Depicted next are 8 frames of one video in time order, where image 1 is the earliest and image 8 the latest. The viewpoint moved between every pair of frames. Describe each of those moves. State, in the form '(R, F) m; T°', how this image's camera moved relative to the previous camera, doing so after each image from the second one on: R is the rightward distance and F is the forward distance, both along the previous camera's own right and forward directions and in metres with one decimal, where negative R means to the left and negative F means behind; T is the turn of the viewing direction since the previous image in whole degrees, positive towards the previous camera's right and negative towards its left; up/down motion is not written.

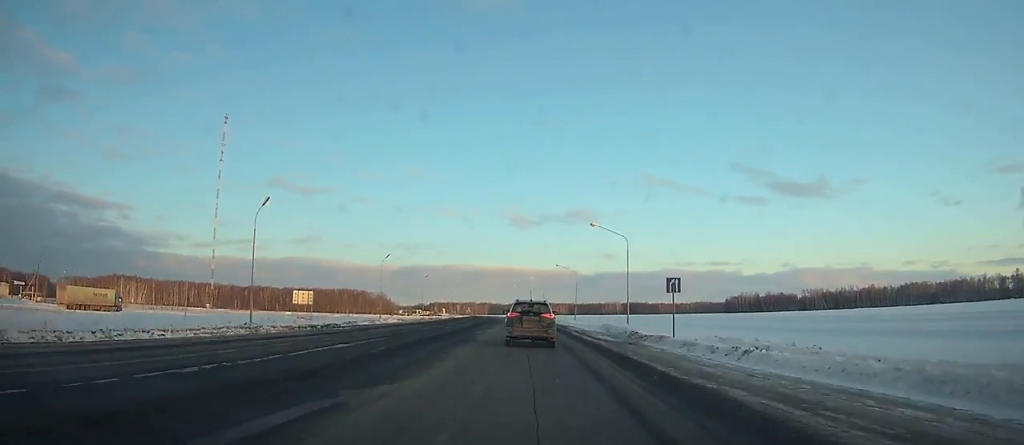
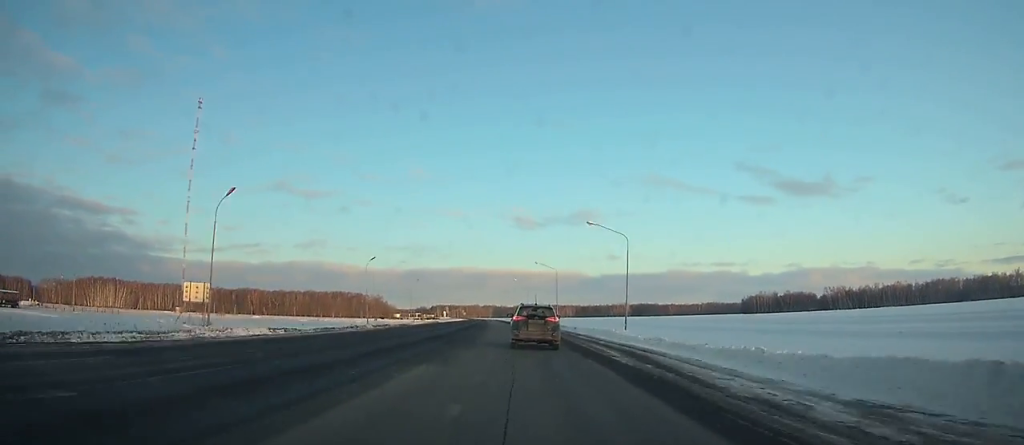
(-0.1, +36.9) m; -1°
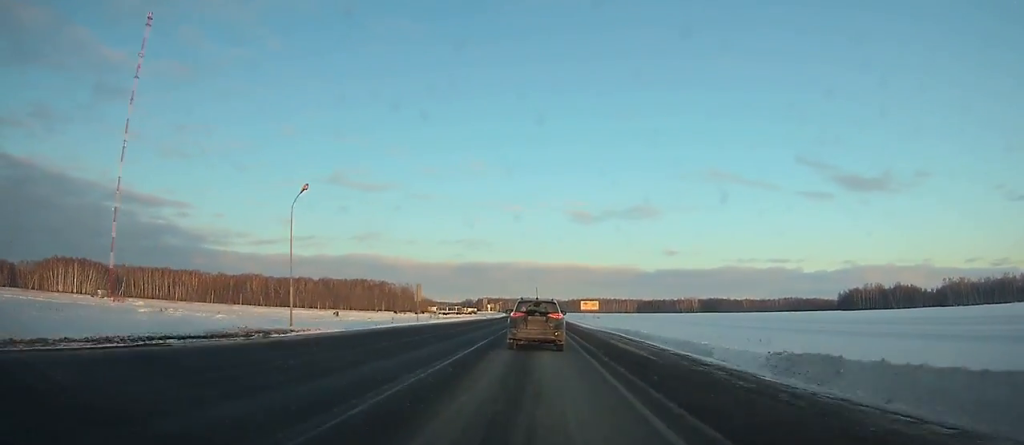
(-4.2, +101.5) m; -4°
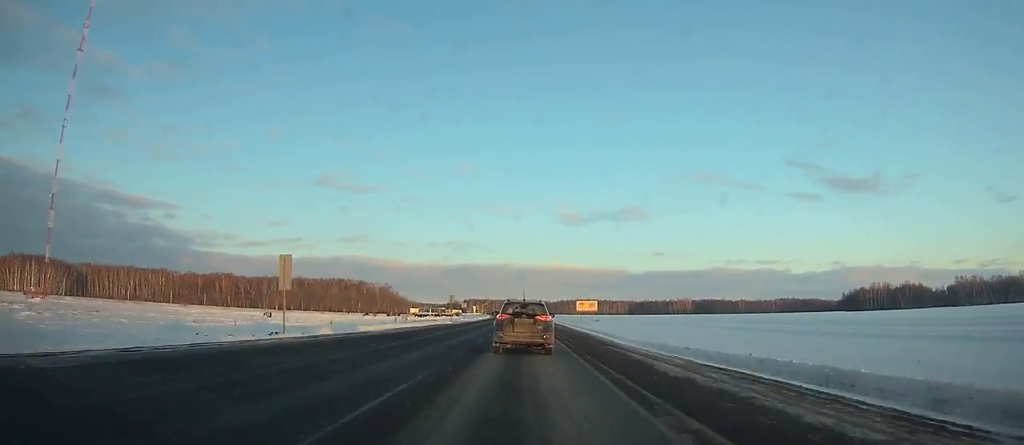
(-0.5, +29.2) m; 0°
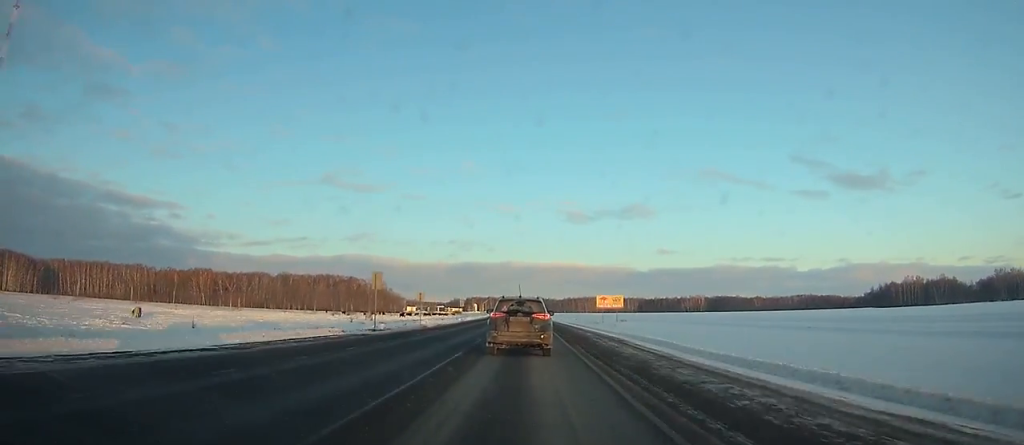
(+0.2, +37.7) m; 0°
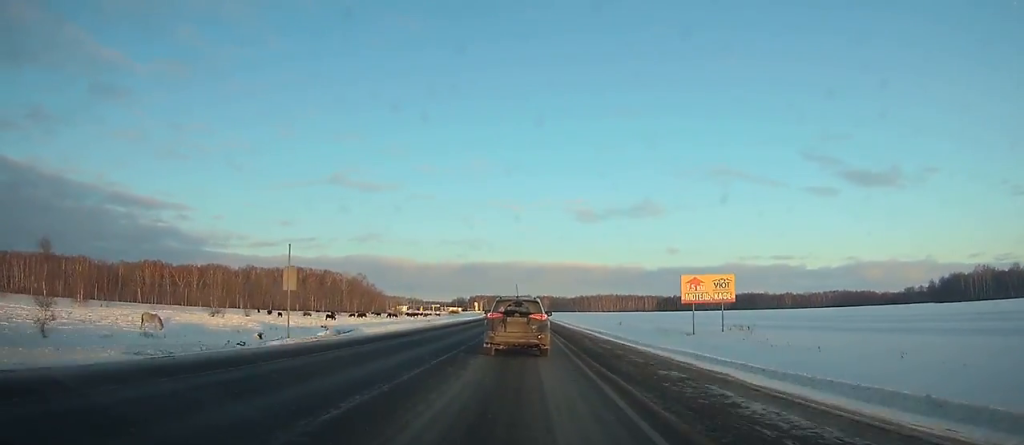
(+0.3, +71.1) m; 0°
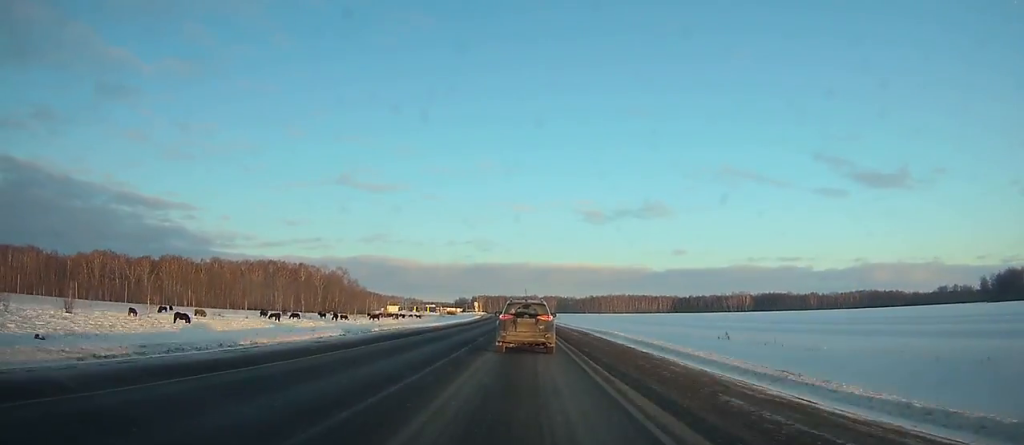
(-0.2, +52.2) m; -1°
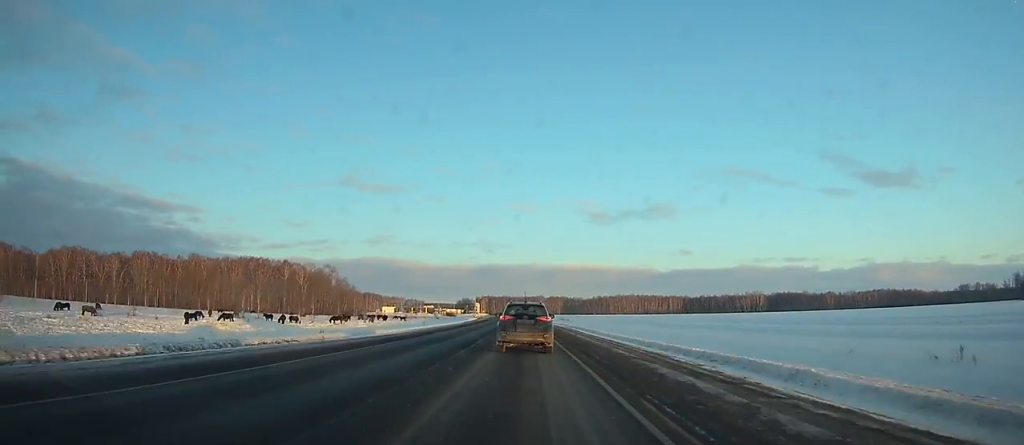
(0.0, +27.2) m; -1°
